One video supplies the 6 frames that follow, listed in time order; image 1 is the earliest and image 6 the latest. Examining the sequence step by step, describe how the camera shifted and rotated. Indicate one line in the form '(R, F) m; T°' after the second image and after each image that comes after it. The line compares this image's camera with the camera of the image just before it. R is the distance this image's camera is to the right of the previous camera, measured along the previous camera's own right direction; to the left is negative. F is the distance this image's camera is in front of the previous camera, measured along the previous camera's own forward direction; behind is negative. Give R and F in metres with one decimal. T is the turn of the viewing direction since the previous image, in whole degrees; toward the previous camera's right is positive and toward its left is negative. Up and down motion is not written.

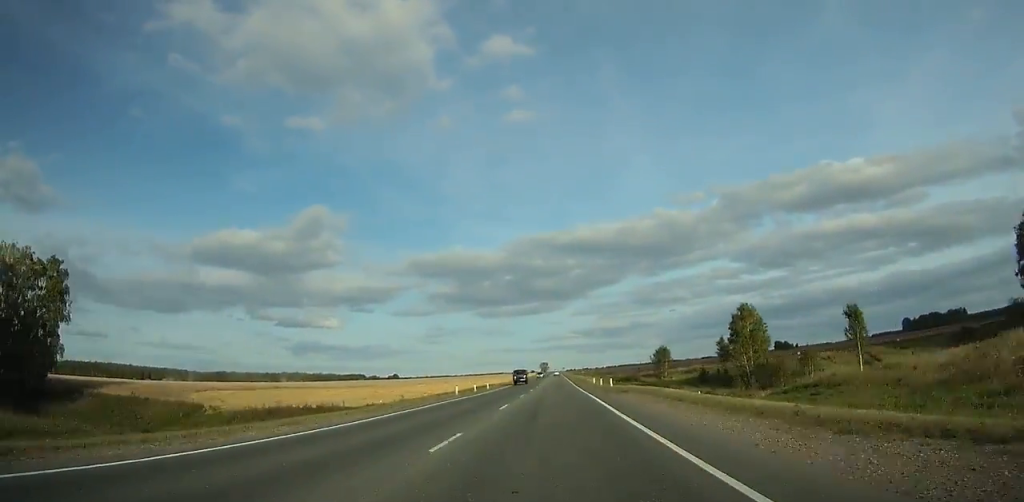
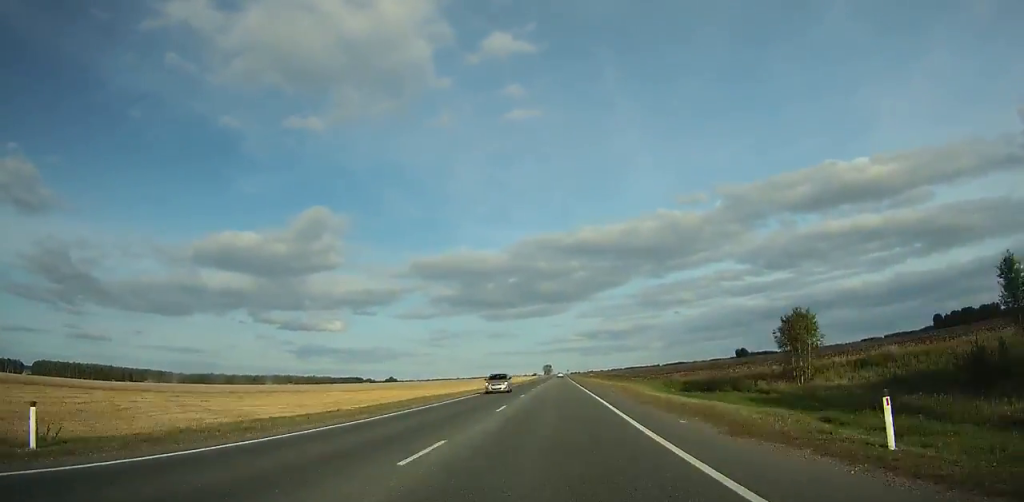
(-0.4, +63.2) m; 0°
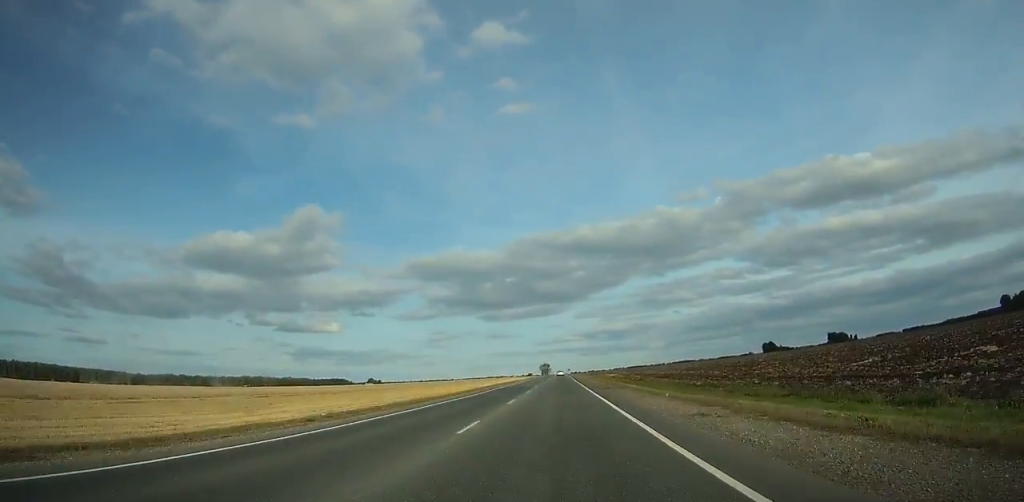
(-0.1, +129.4) m; 0°
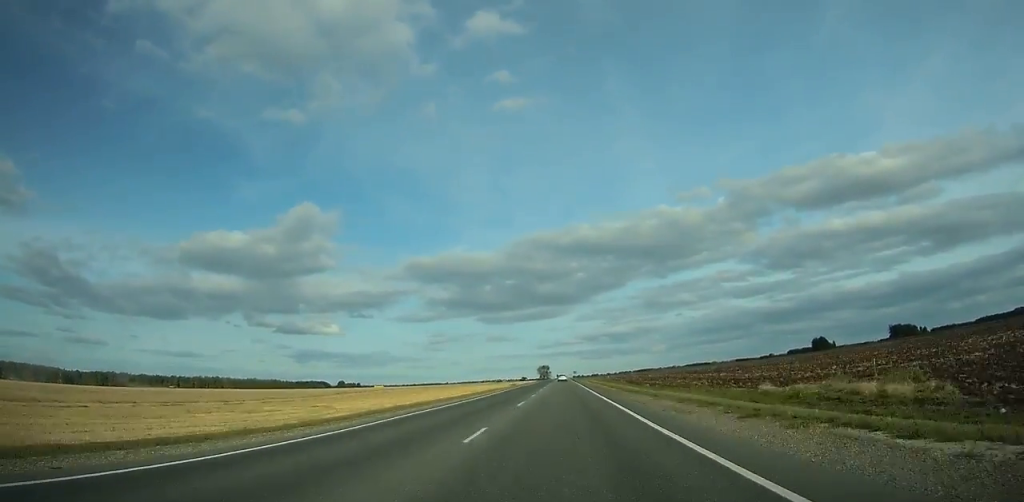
(-0.3, +158.8) m; 0°
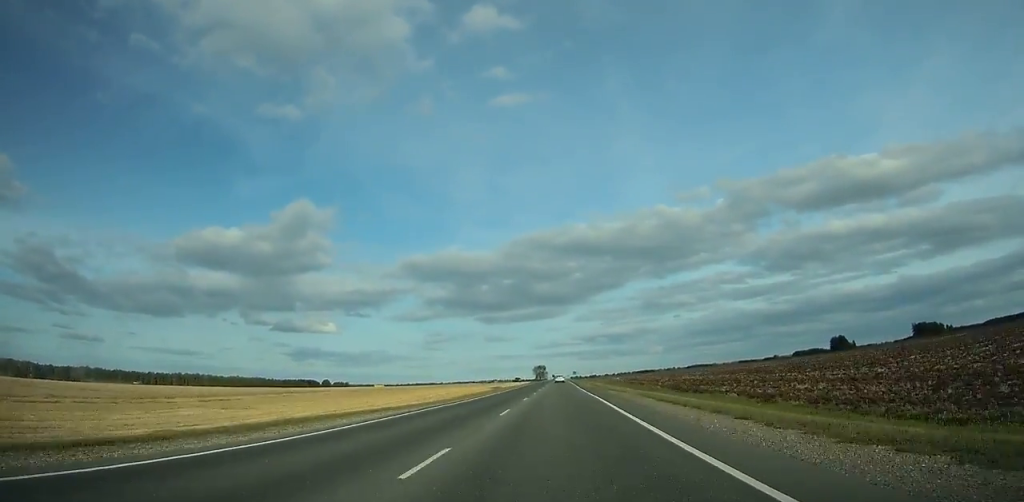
(+0.1, +51.7) m; 0°
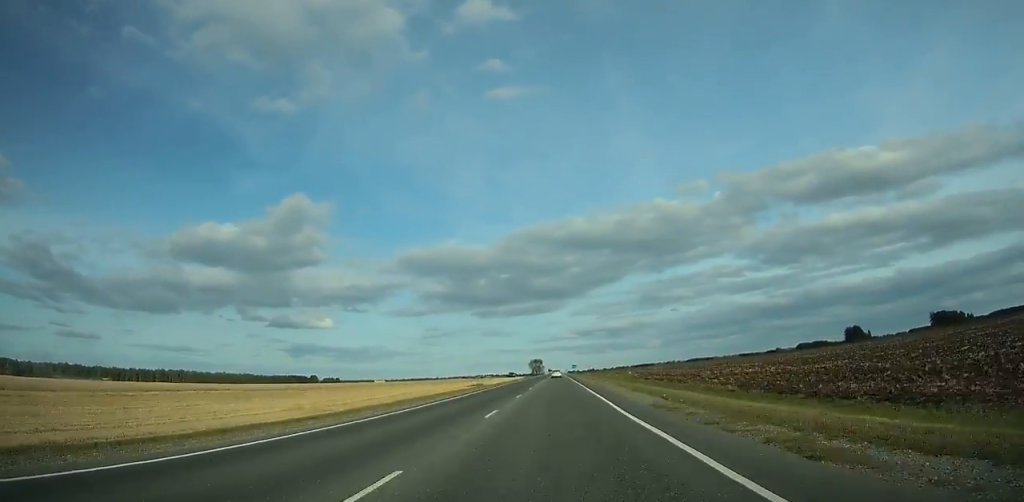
(+0.1, +37.3) m; 0°
